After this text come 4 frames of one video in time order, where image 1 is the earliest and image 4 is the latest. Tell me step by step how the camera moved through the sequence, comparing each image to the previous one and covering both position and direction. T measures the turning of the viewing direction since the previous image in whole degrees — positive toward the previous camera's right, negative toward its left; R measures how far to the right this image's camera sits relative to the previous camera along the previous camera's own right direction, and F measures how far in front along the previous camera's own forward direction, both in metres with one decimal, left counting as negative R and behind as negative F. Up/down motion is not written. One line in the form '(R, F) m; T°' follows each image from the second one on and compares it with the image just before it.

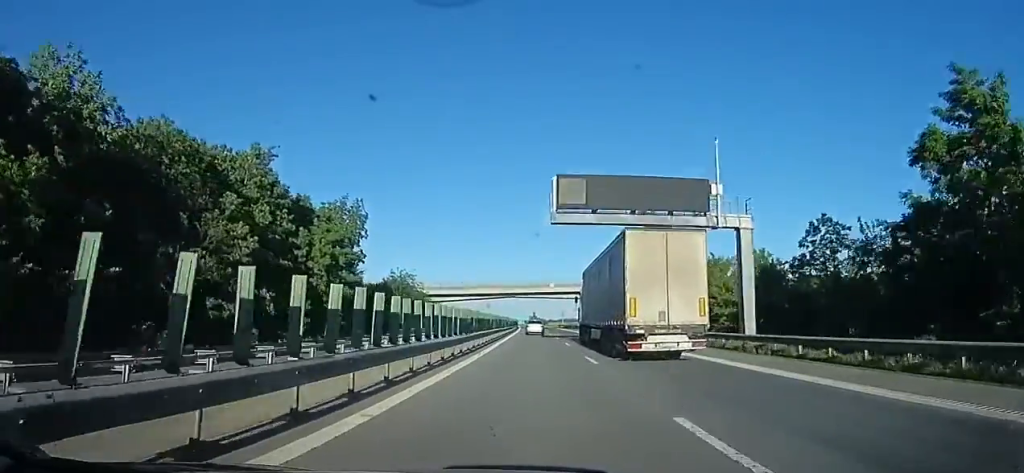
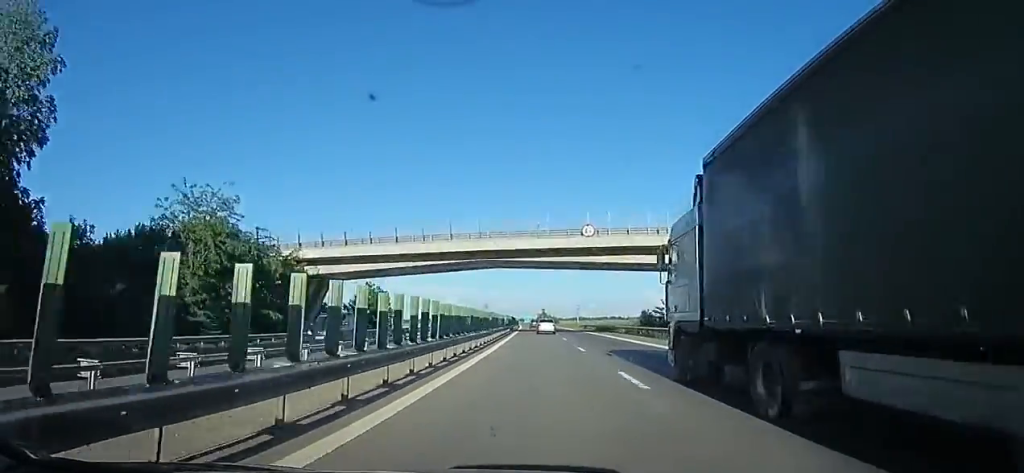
(0.0, +54.8) m; 0°
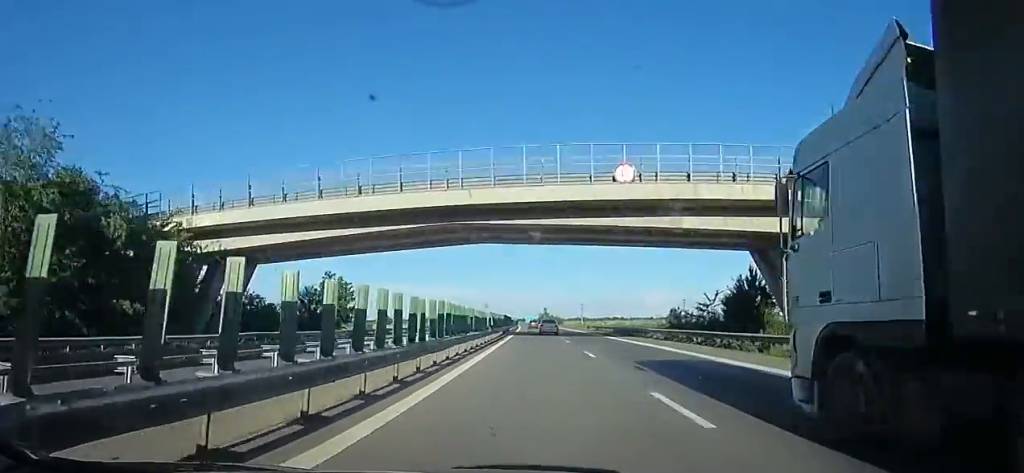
(0.0, +15.4) m; 0°
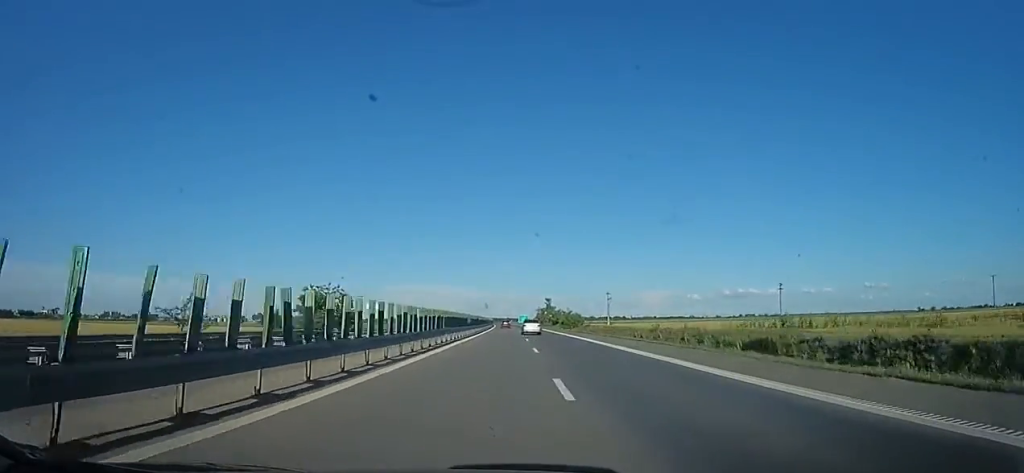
(-0.9, +94.7) m; -2°
